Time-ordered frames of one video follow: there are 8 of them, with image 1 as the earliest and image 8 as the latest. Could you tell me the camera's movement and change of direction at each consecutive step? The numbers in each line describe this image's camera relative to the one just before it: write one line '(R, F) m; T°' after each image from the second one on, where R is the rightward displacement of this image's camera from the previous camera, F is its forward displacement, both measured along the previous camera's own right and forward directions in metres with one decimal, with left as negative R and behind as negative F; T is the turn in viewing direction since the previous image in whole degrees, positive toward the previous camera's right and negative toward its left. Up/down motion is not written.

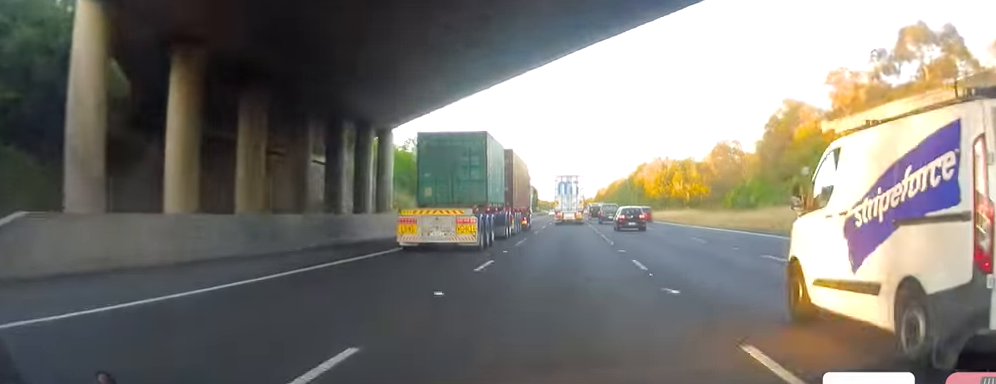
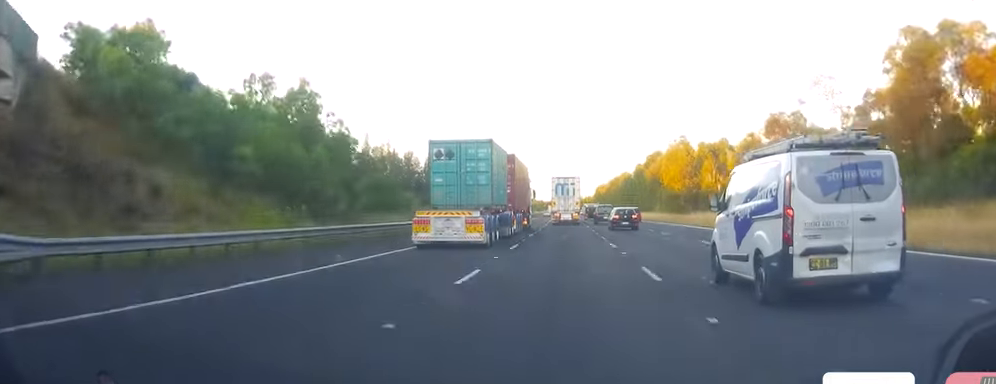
(-0.1, +38.0) m; 0°
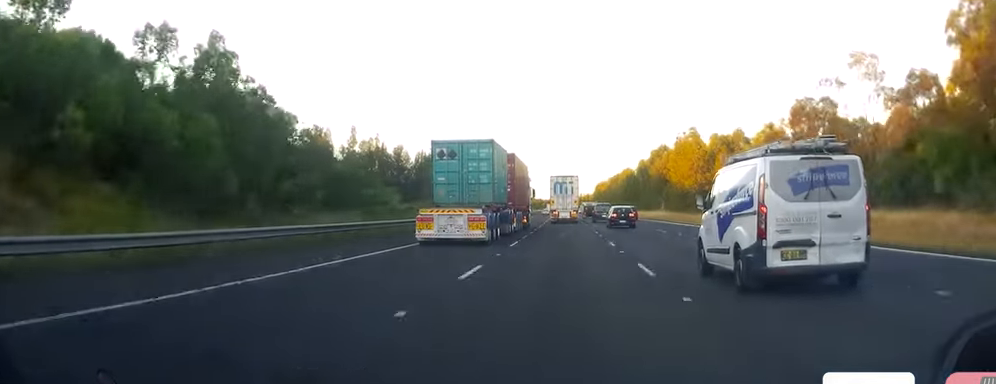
(-0.2, +11.3) m; 0°
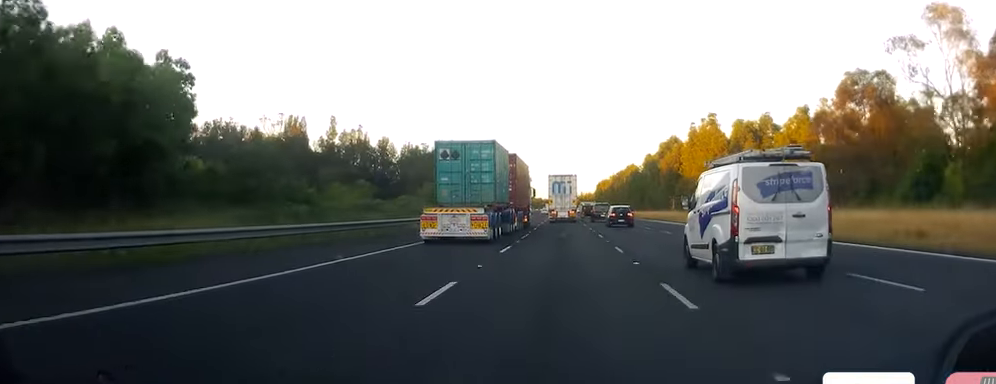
(+0.1, +15.7) m; +1°
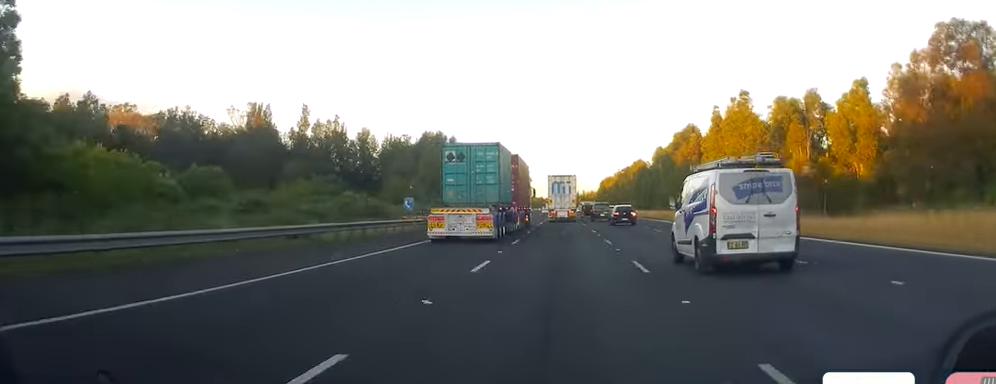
(+0.3, +18.5) m; +1°
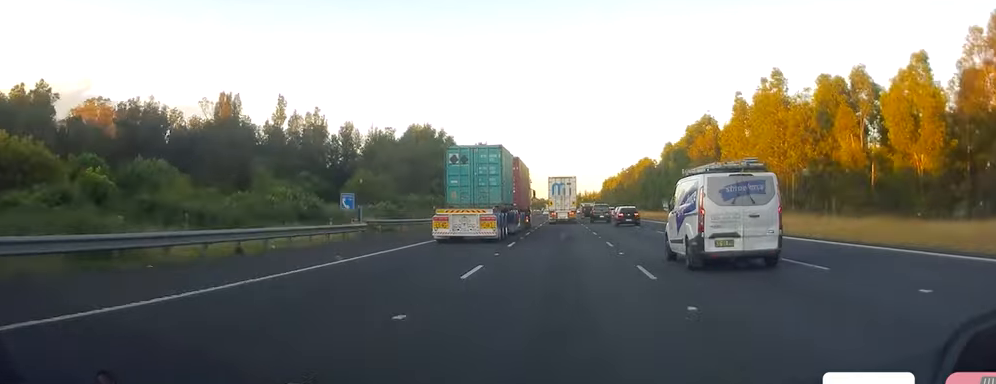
(0.0, +13.4) m; -1°
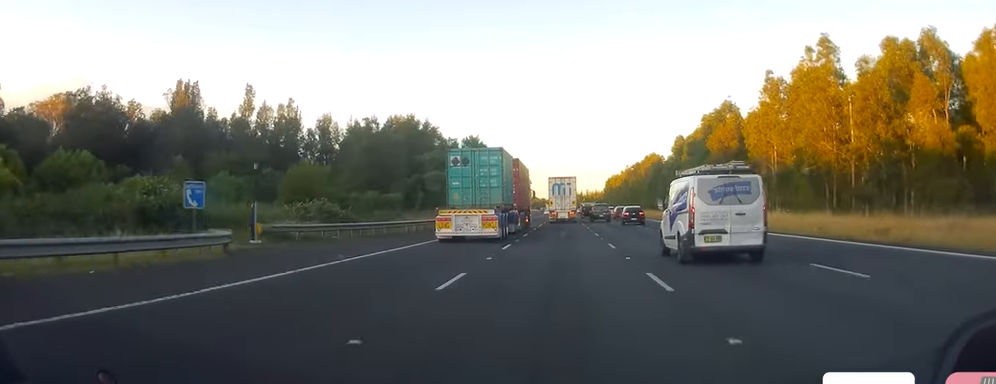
(+0.1, +14.2) m; -1°
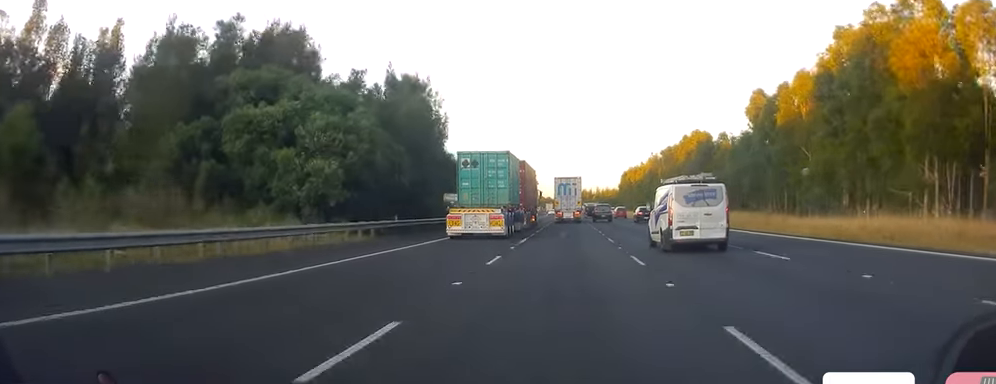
(0.0, +54.3) m; 0°
